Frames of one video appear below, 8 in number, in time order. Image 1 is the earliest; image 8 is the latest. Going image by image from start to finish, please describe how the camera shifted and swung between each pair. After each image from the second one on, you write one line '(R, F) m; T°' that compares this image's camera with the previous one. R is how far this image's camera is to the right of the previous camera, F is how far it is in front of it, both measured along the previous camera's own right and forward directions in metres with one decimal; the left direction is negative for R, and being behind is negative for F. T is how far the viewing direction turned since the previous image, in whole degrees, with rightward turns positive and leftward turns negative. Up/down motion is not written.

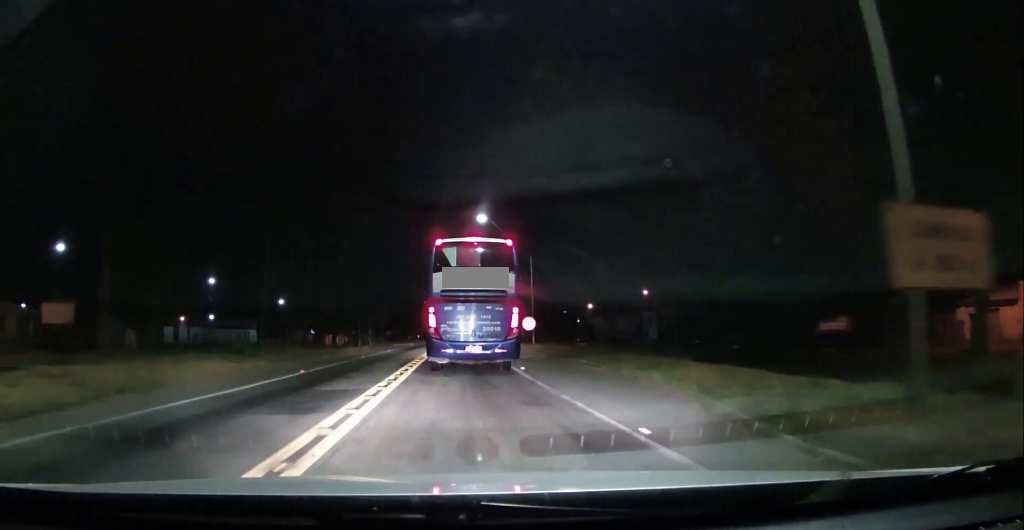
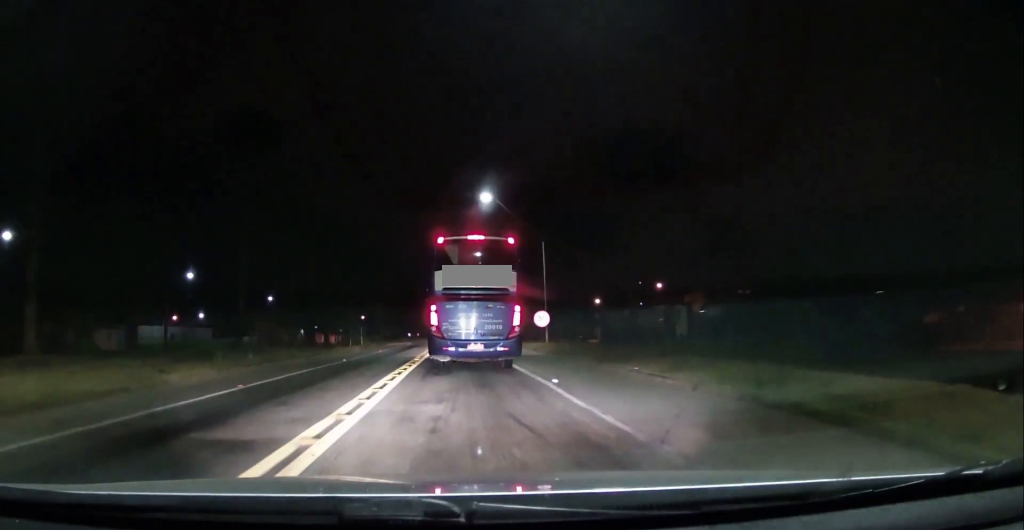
(0.0, +6.8) m; 0°
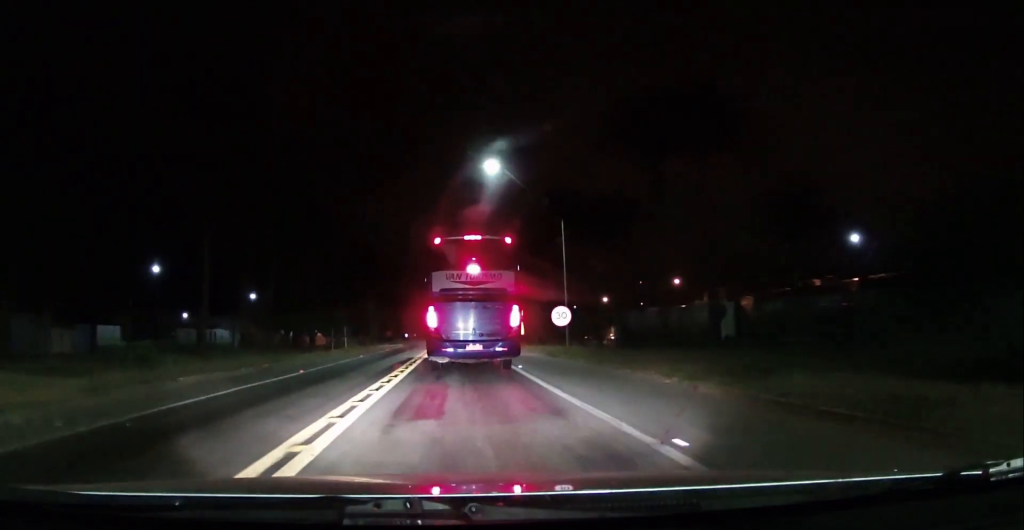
(0.0, +8.3) m; 0°
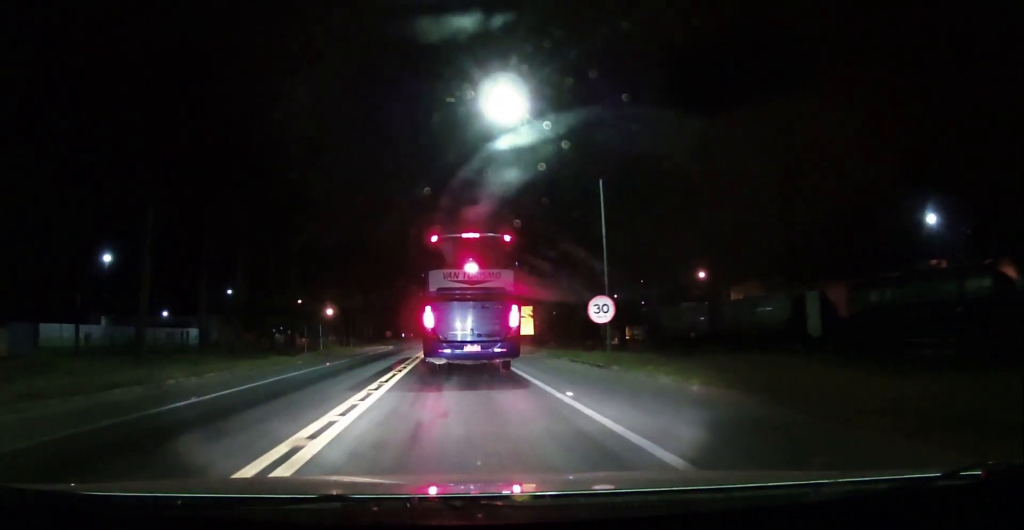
(0.0, +9.5) m; 0°
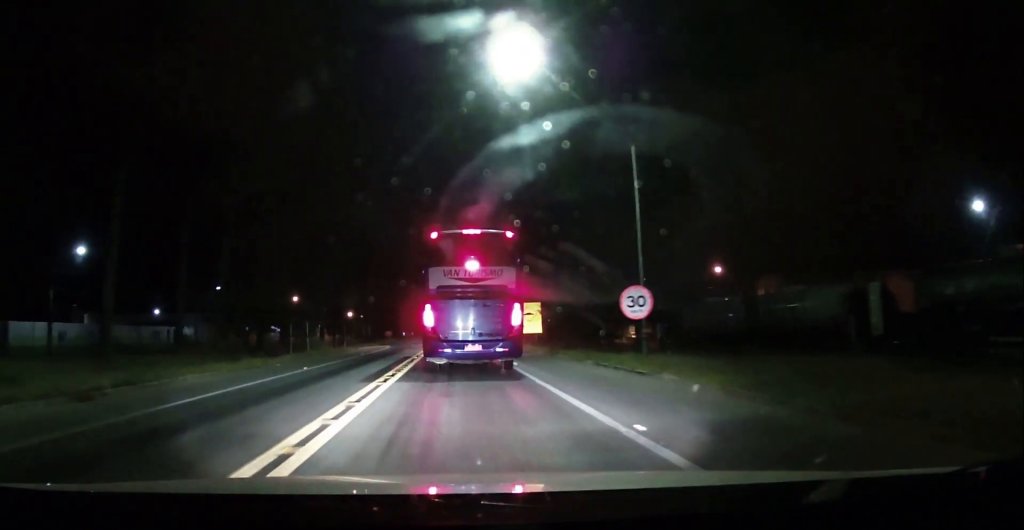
(0.0, +4.5) m; 0°
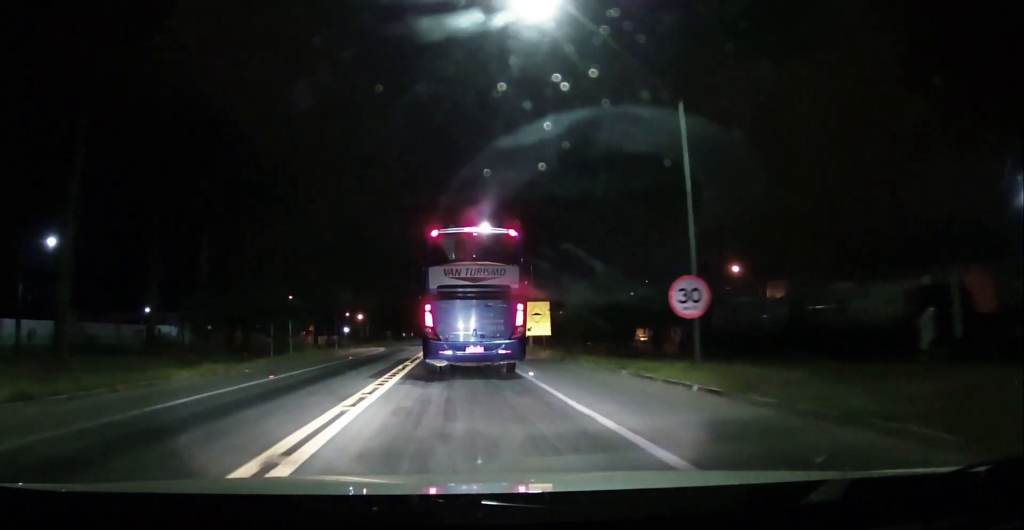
(0.0, +4.5) m; 0°
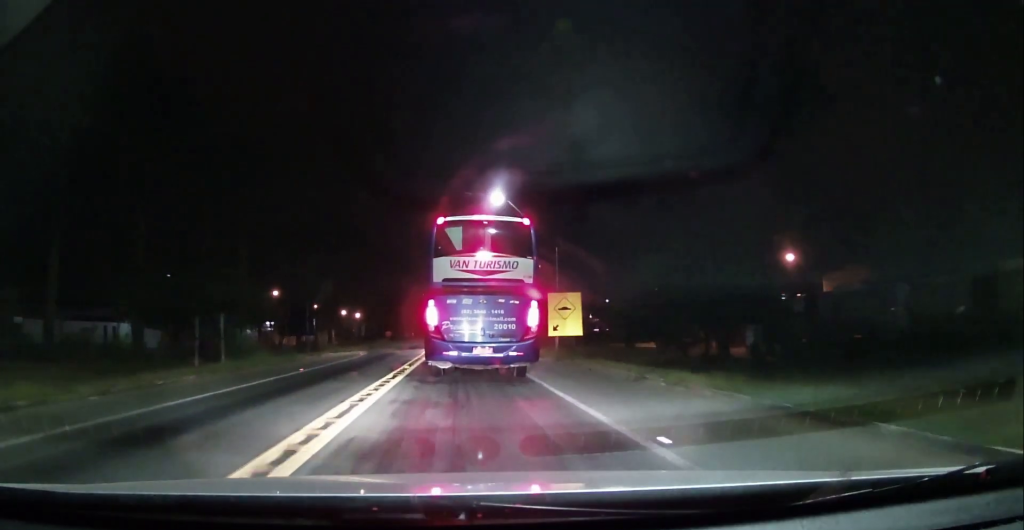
(+0.2, +11.3) m; +3°
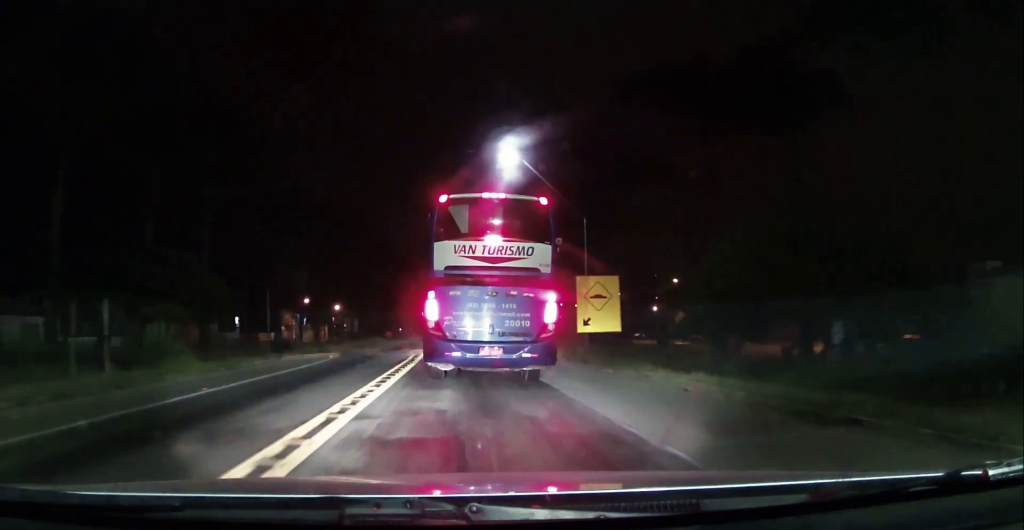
(+0.3, +9.1) m; +1°
